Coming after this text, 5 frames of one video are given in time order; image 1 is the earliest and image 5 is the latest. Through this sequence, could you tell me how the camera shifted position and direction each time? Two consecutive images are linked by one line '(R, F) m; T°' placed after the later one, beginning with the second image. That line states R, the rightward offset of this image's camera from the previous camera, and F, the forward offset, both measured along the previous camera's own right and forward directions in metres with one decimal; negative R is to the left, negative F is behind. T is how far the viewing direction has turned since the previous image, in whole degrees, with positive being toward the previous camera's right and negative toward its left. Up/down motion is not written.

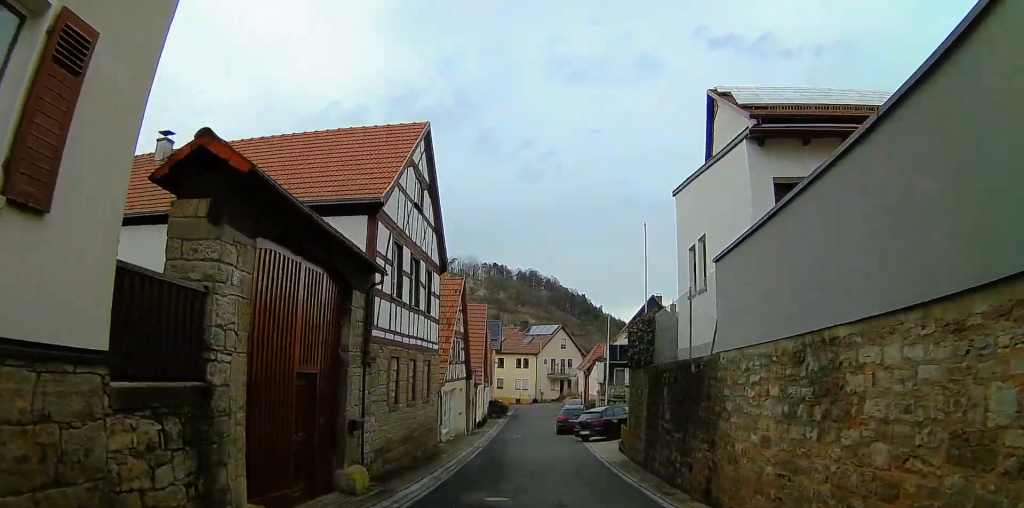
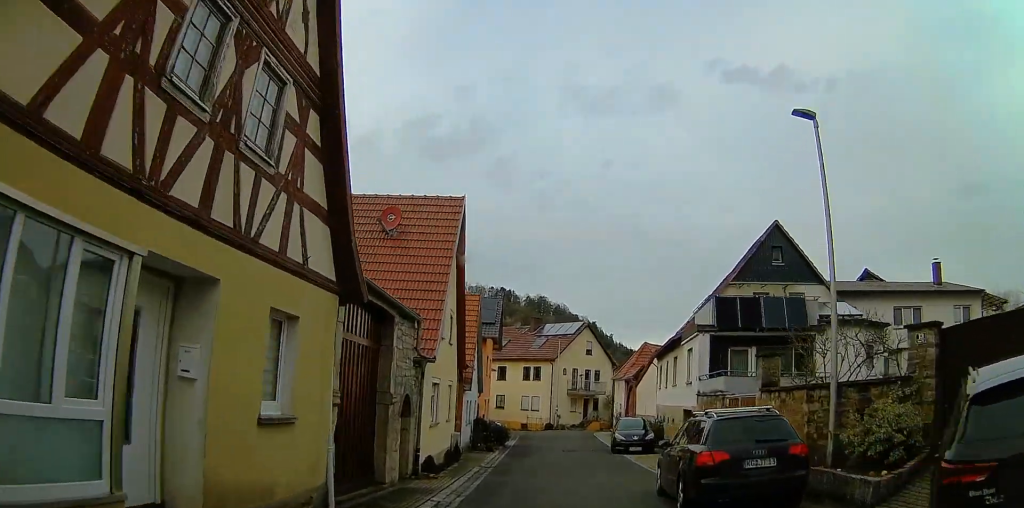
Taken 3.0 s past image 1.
(+0.2, +23.0) m; +1°
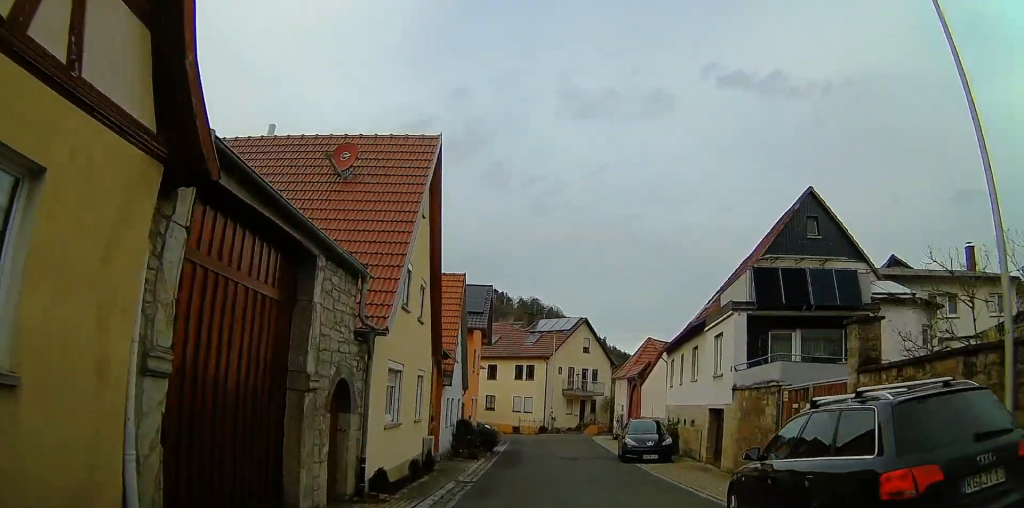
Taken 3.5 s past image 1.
(0.0, +4.3) m; +1°
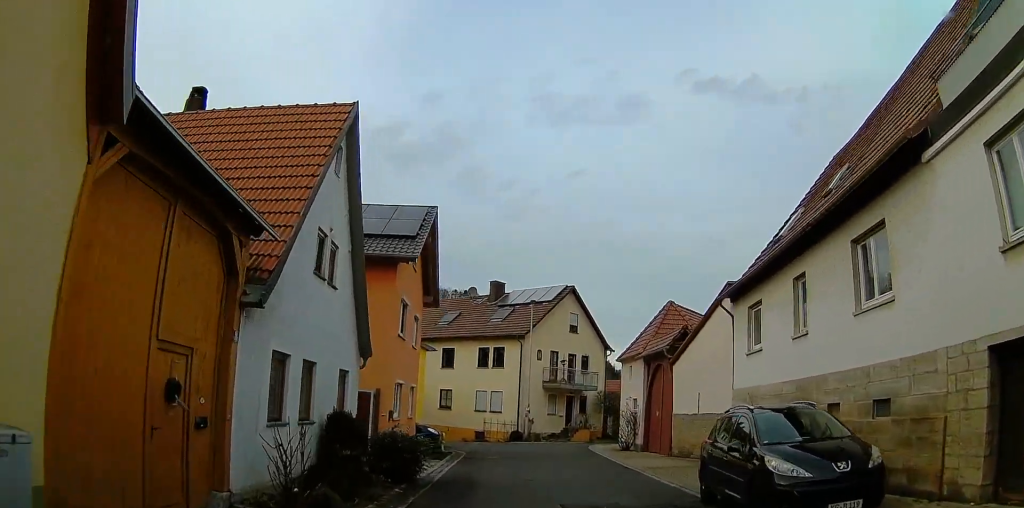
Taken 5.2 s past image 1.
(+0.7, +14.2) m; +4°
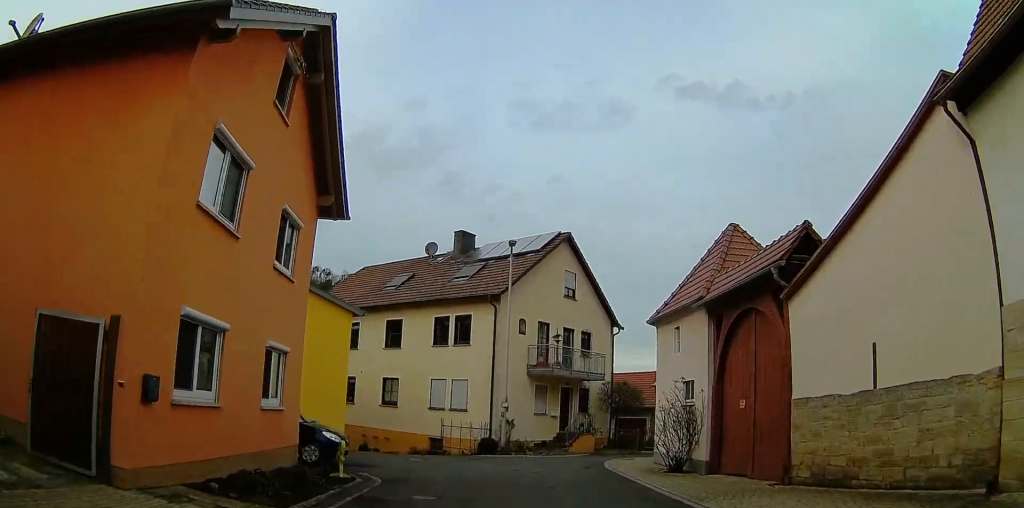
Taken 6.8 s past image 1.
(-0.4, +12.2) m; -1°
